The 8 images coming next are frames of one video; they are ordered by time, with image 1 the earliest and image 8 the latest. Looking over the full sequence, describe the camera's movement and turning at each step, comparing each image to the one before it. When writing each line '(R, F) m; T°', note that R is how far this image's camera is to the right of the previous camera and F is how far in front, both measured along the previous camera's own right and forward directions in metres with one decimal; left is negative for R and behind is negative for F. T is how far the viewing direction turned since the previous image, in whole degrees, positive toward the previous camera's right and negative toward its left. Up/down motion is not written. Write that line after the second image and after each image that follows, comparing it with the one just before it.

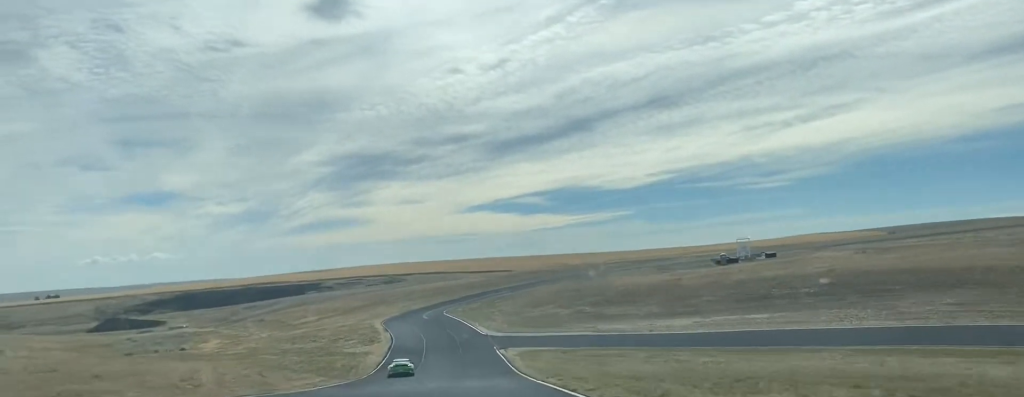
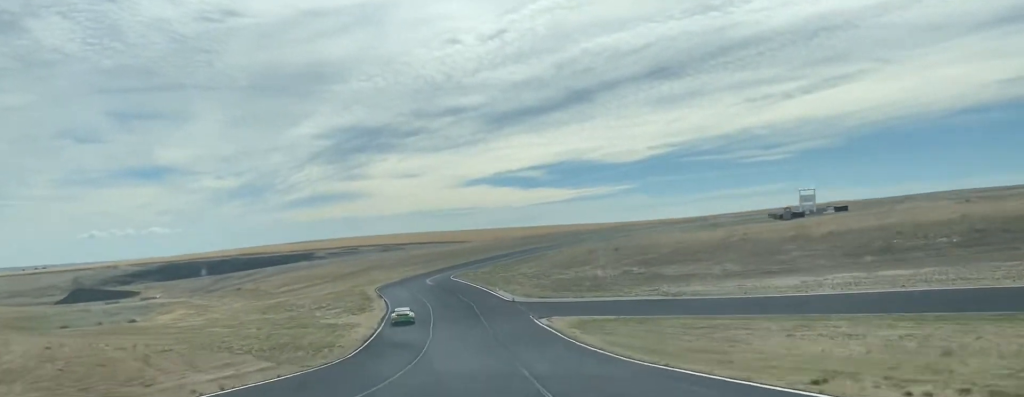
(-0.8, +28.6) m; +1°
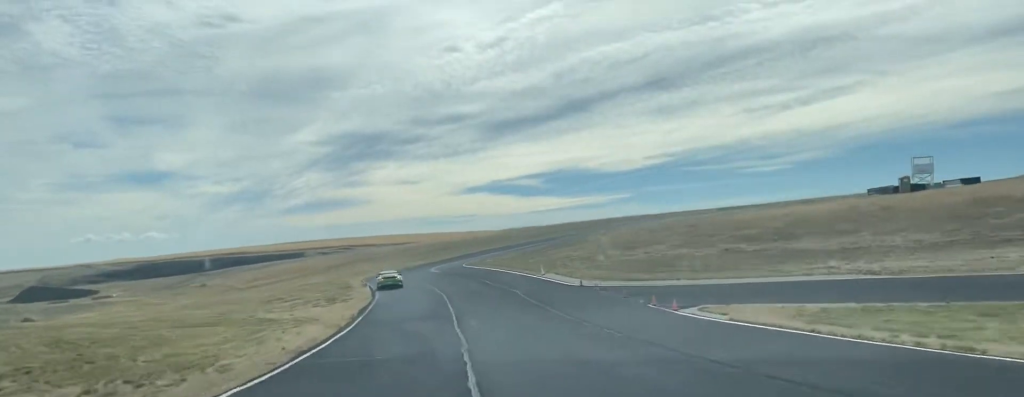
(+1.2, +32.7) m; +4°
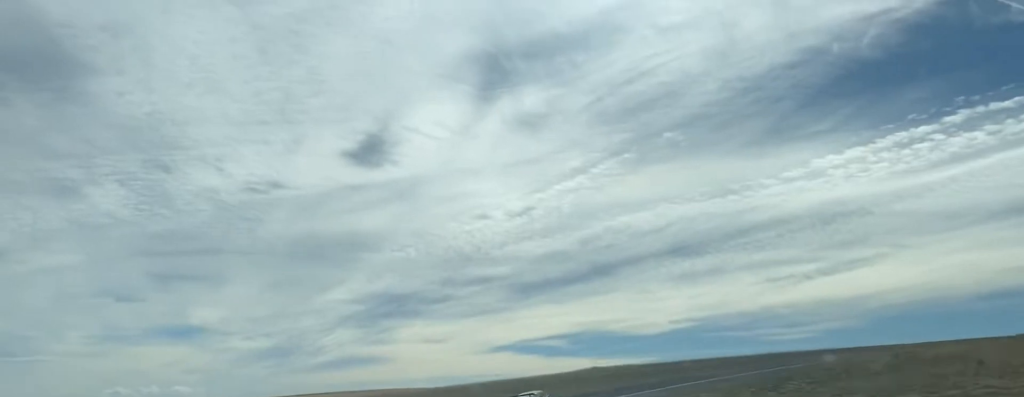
(+1.6, +62.9) m; +1°
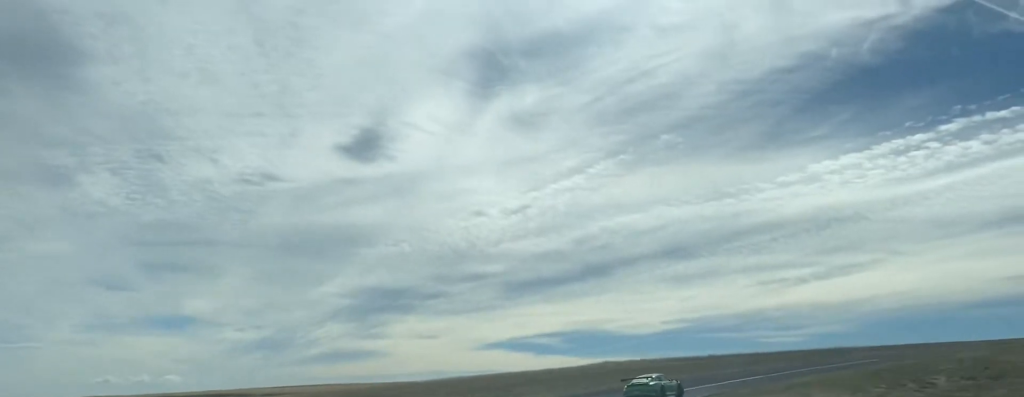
(0.0, +14.0) m; +3°
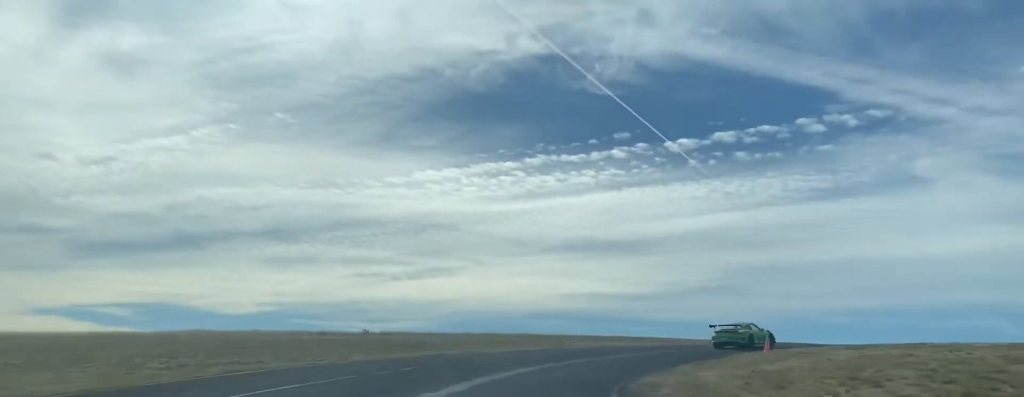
(+3.8, +38.6) m; +31°
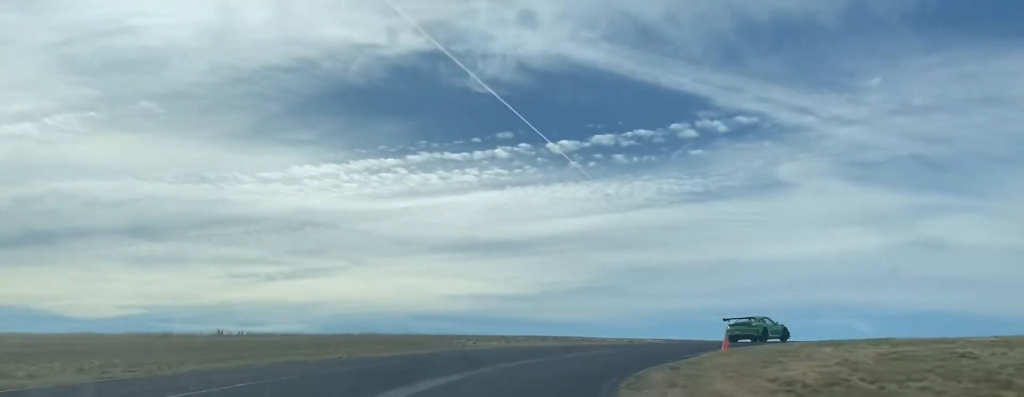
(+2.6, +8.9) m; +14°
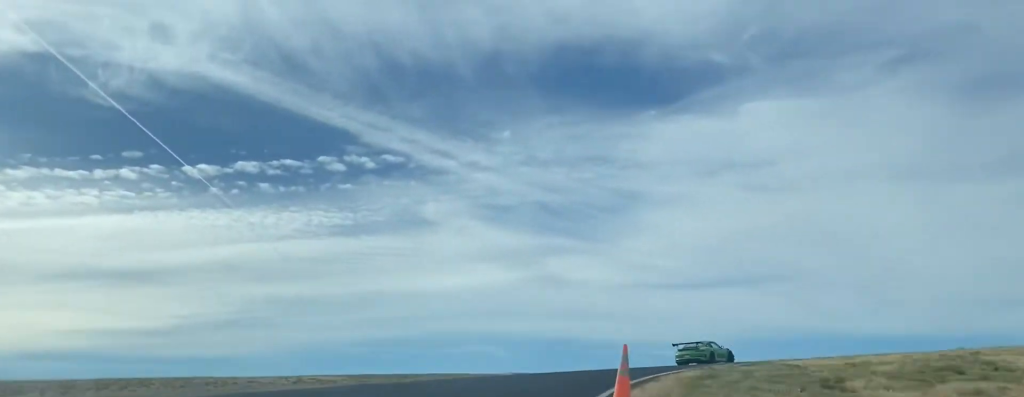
(+6.4, +19.9) m; +27°
